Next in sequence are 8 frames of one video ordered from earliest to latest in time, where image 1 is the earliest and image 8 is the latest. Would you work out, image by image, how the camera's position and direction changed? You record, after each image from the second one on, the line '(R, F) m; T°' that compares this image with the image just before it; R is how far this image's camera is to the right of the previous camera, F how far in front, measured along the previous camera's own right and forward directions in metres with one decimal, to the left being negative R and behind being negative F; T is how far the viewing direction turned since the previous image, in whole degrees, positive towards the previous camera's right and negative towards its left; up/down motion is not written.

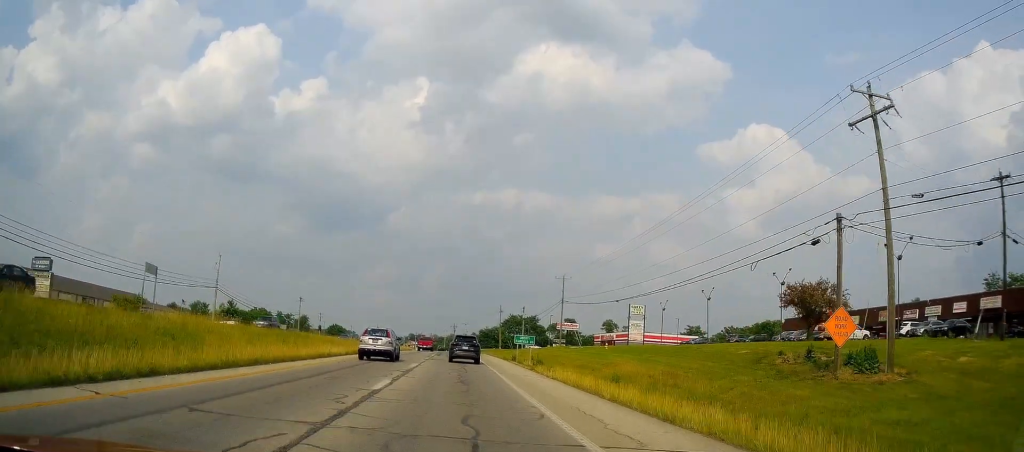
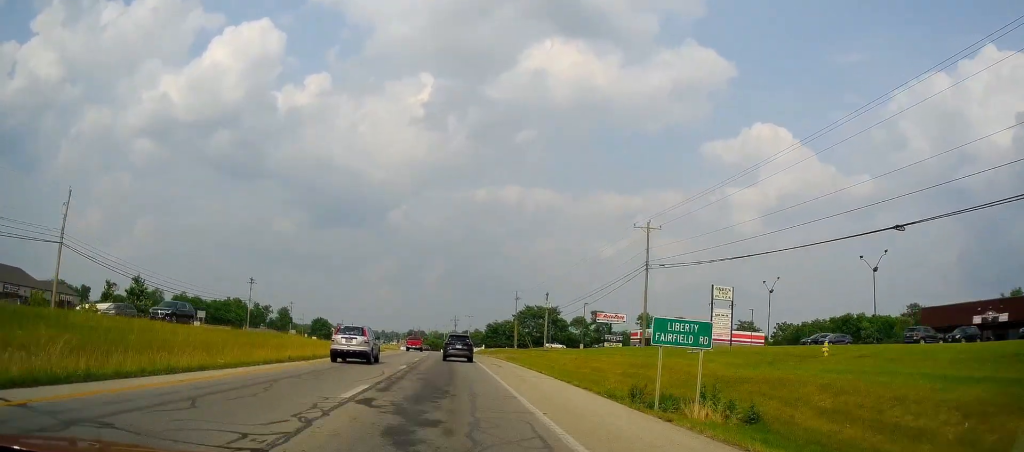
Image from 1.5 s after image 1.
(-0.7, +38.9) m; -1°
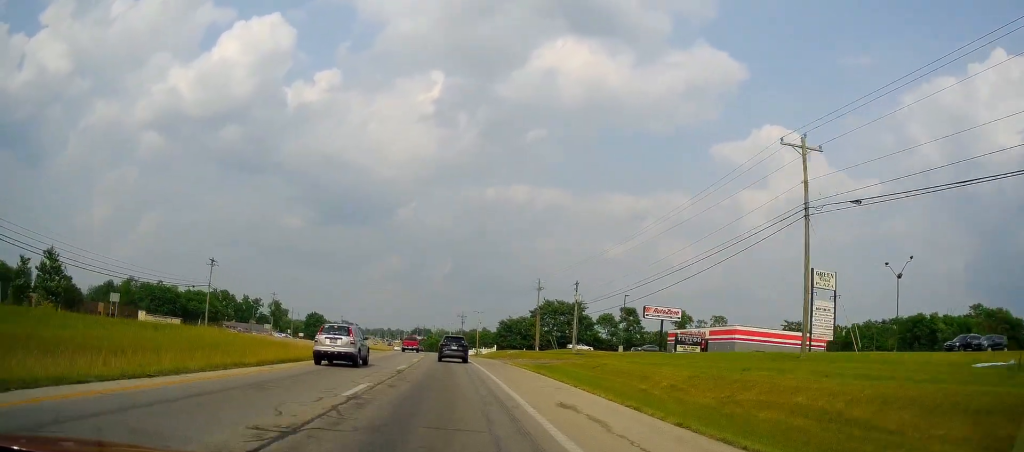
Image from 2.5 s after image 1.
(+0.2, +22.8) m; 0°
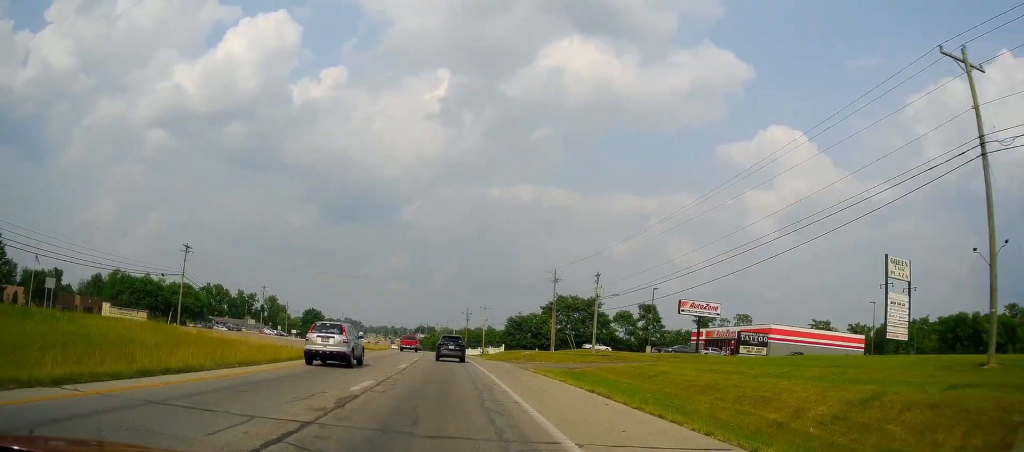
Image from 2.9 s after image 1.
(+0.2, +11.2) m; 0°
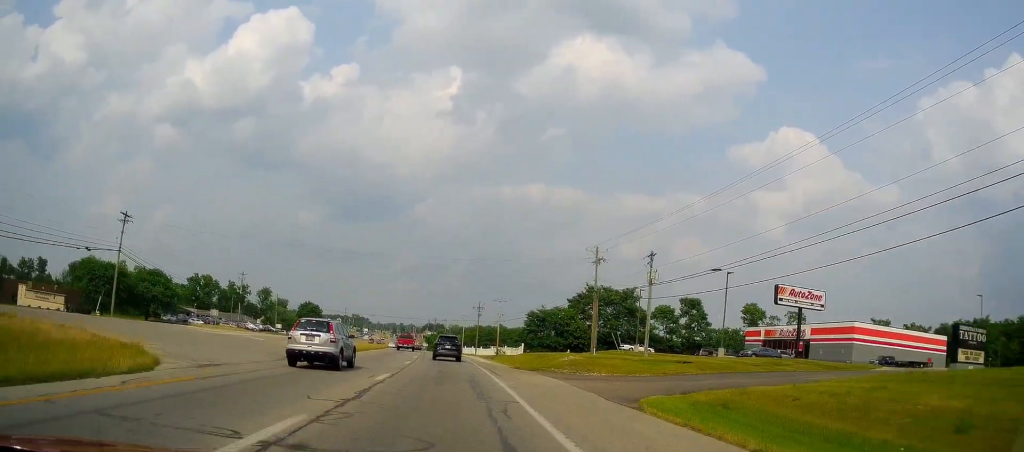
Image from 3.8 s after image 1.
(-0.3, +19.7) m; -1°
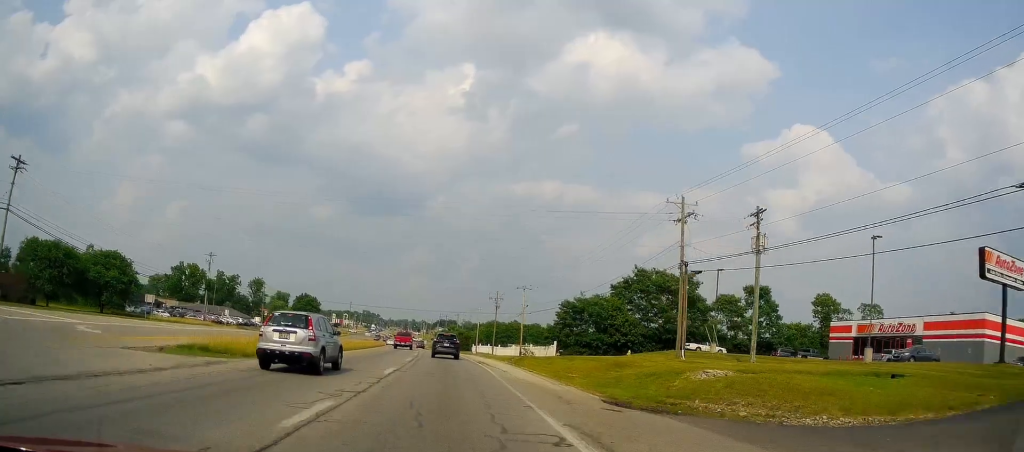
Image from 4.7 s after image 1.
(-0.3, +21.8) m; -1°
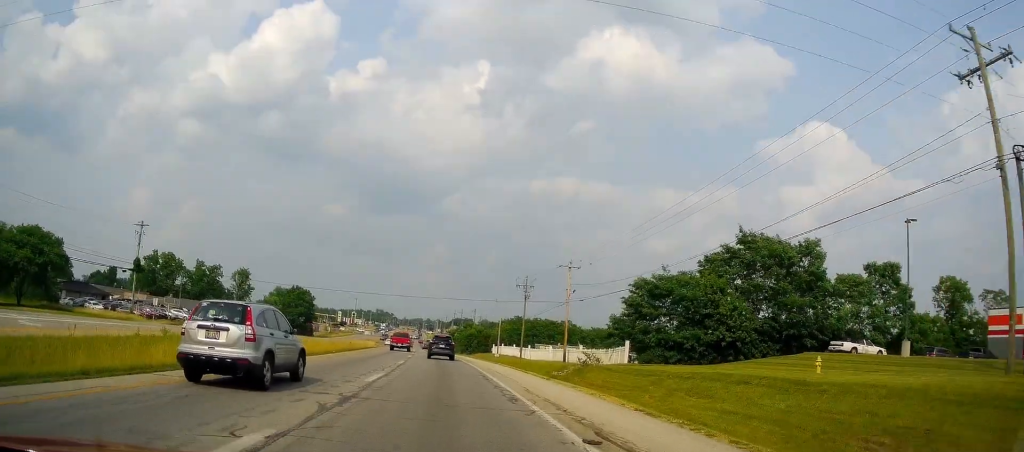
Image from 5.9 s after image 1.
(-0.2, +27.5) m; -2°
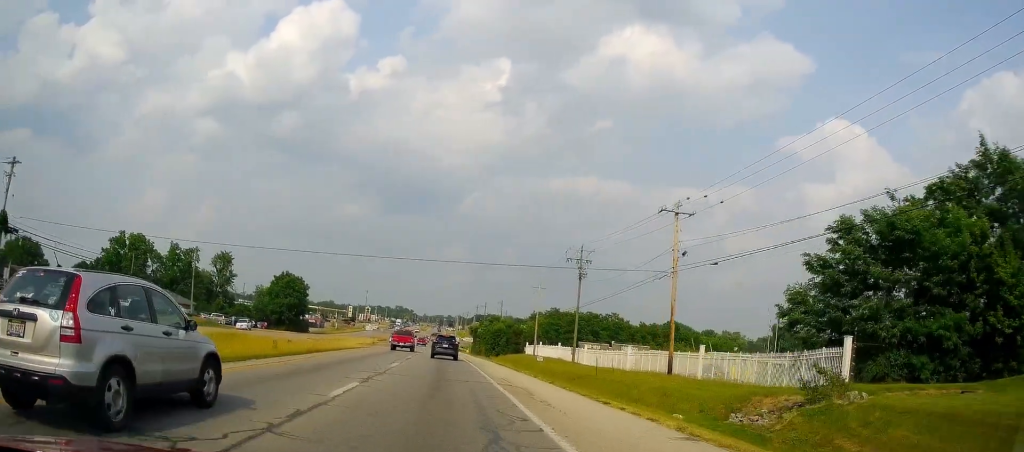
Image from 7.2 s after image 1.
(-1.1, +28.7) m; -3°
